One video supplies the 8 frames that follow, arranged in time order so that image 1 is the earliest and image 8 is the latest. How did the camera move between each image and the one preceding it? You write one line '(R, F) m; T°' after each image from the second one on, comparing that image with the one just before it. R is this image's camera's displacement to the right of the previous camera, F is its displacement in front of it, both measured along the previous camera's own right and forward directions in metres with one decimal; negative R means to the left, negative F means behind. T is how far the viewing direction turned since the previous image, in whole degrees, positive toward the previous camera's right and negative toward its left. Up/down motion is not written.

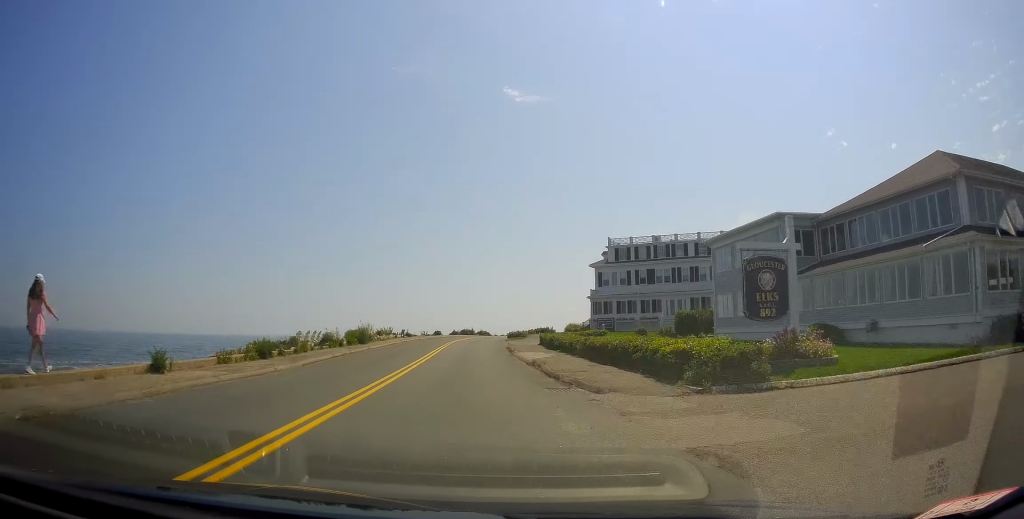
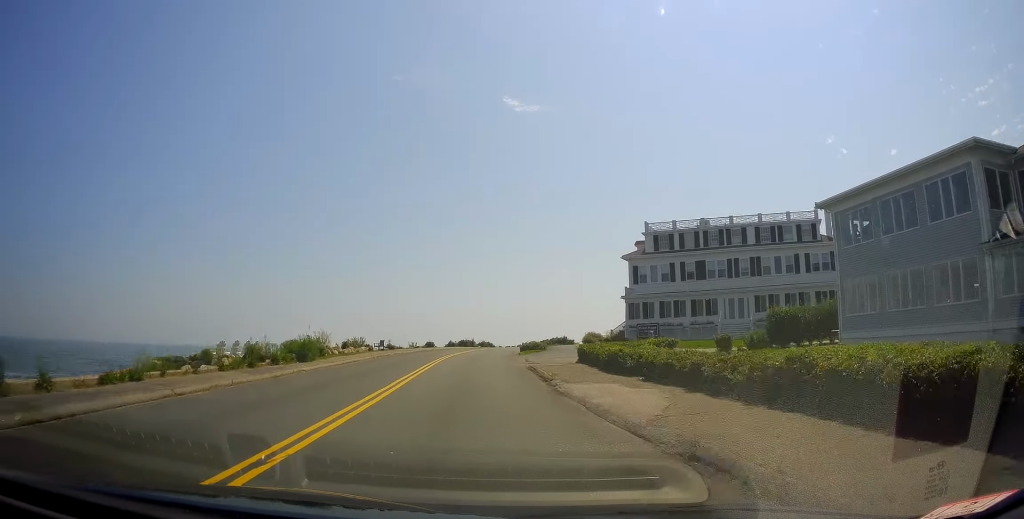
(0.0, +15.1) m; 0°
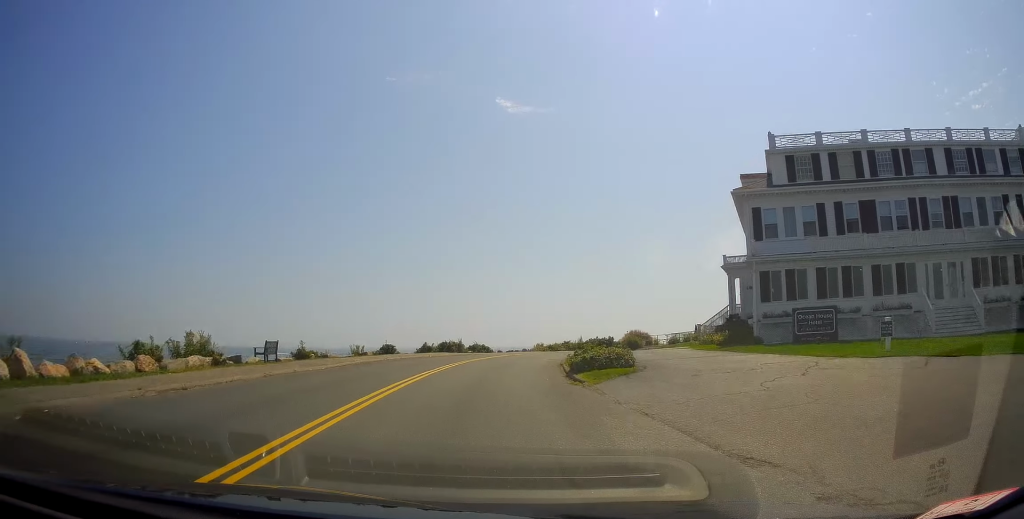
(-0.3, +25.2) m; -1°
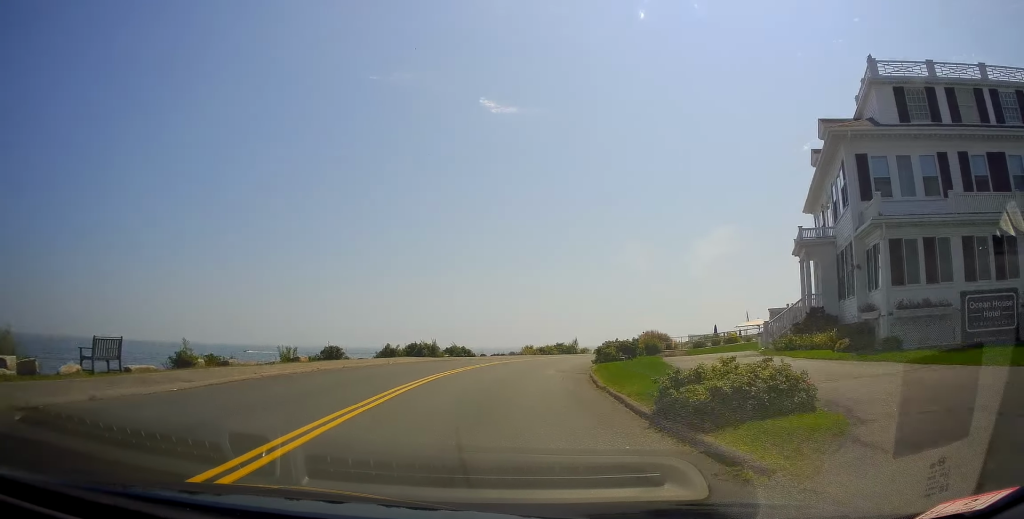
(+0.1, +10.2) m; +1°
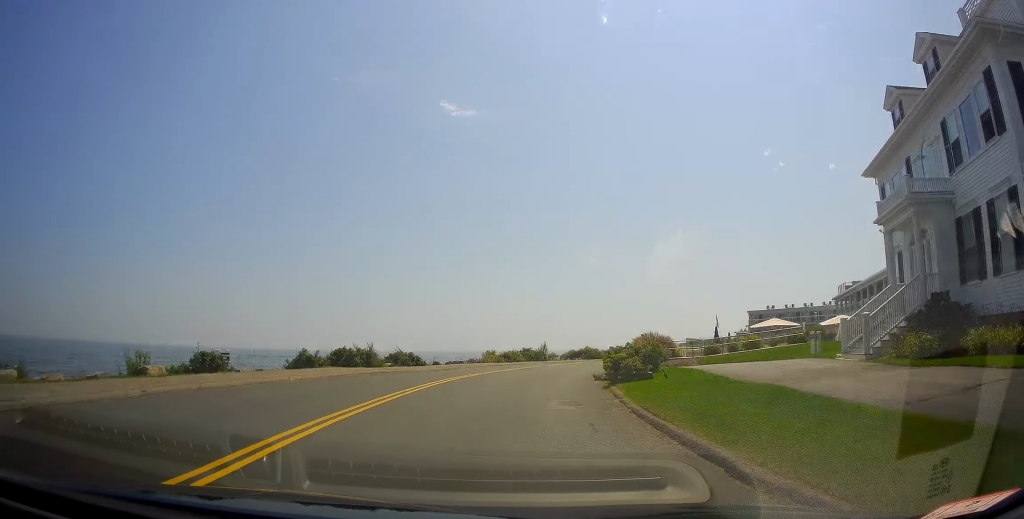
(0.0, +9.3) m; +2°
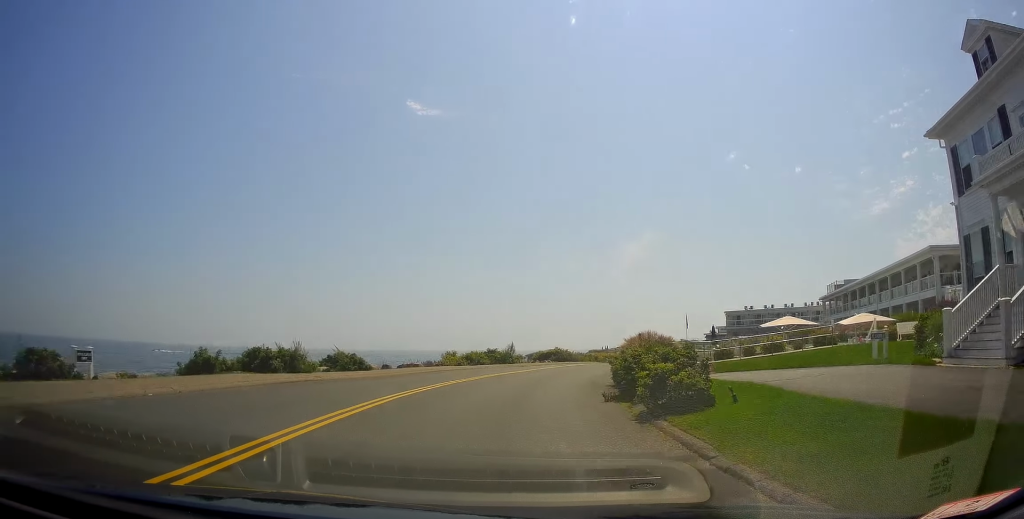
(+0.1, +6.6) m; +2°
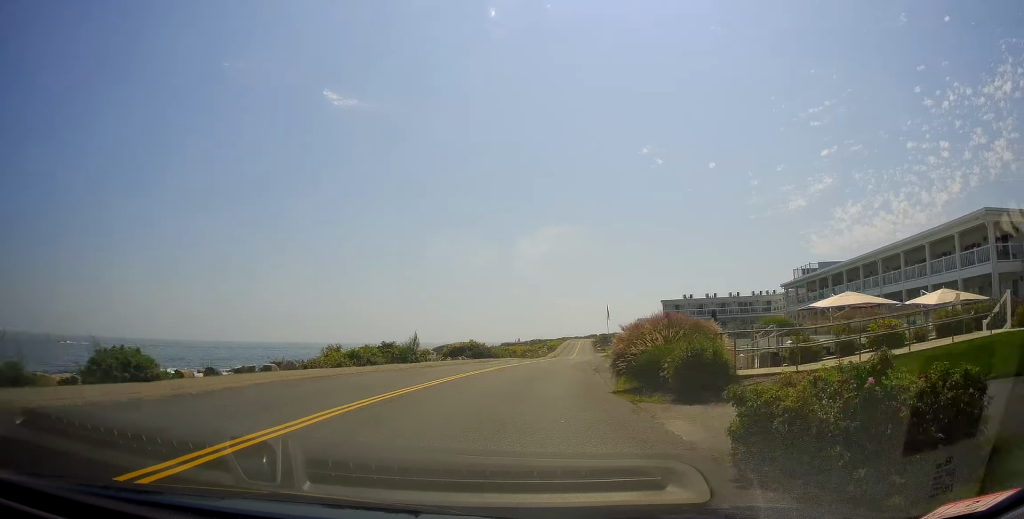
(+0.6, +13.6) m; +6°
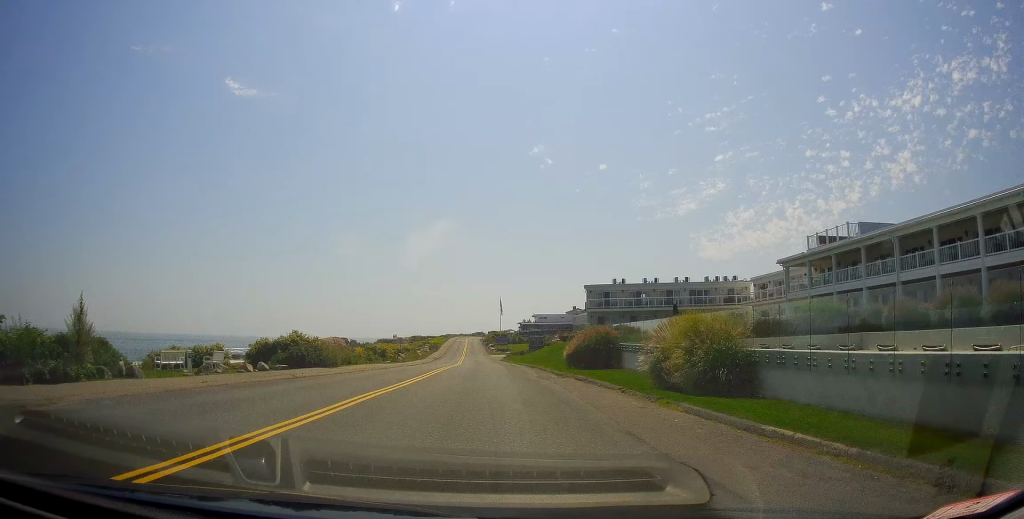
(+3.2, +25.9) m; +15°
